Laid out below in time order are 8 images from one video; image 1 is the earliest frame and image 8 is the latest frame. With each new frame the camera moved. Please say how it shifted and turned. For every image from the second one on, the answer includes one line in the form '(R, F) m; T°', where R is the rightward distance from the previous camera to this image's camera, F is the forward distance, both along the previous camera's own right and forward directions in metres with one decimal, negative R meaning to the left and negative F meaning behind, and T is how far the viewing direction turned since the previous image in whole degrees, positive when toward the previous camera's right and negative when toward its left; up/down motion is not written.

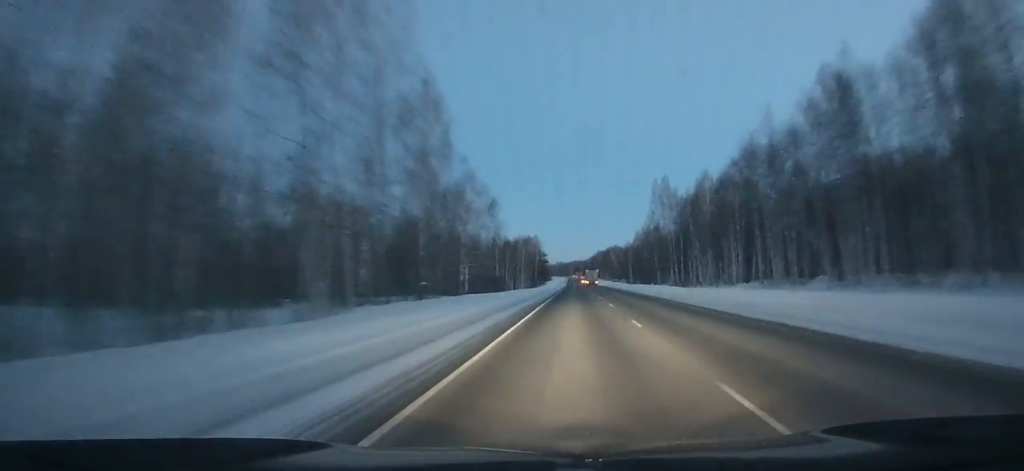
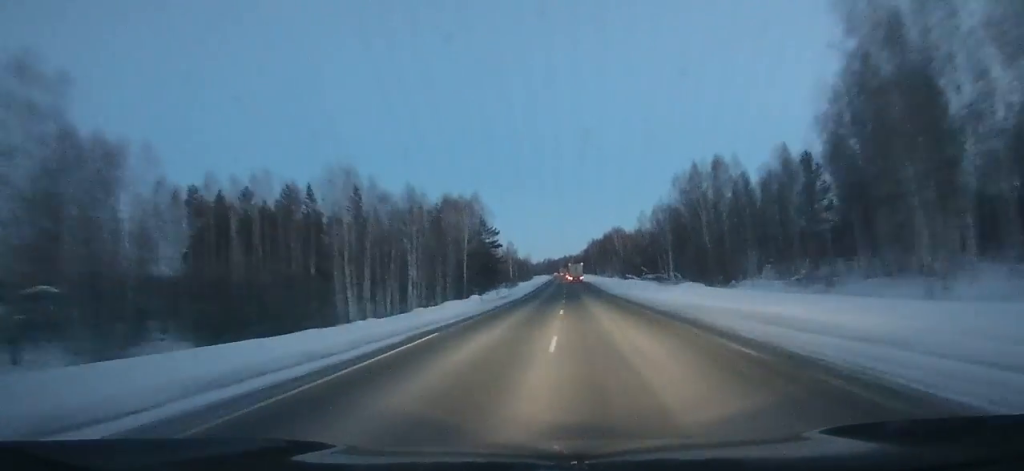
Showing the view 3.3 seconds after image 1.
(+0.8, +102.3) m; 0°
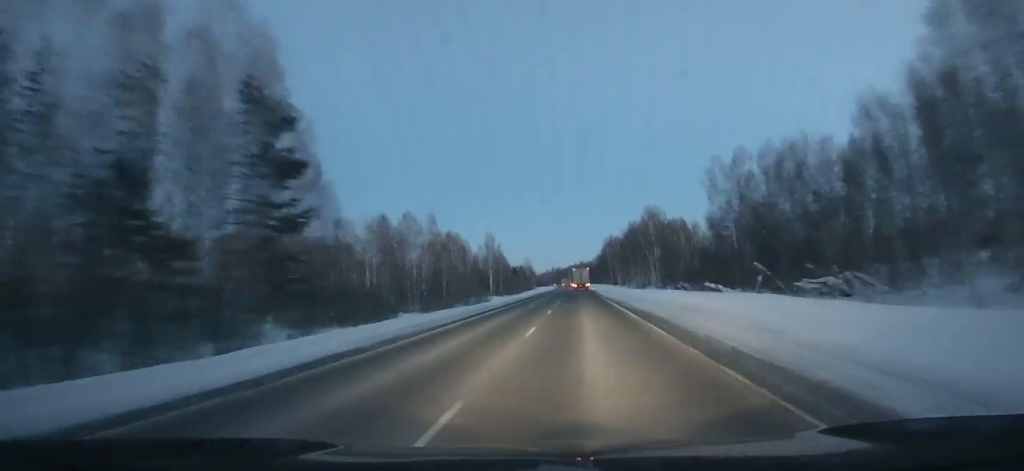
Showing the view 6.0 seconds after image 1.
(-0.2, +82.5) m; 0°
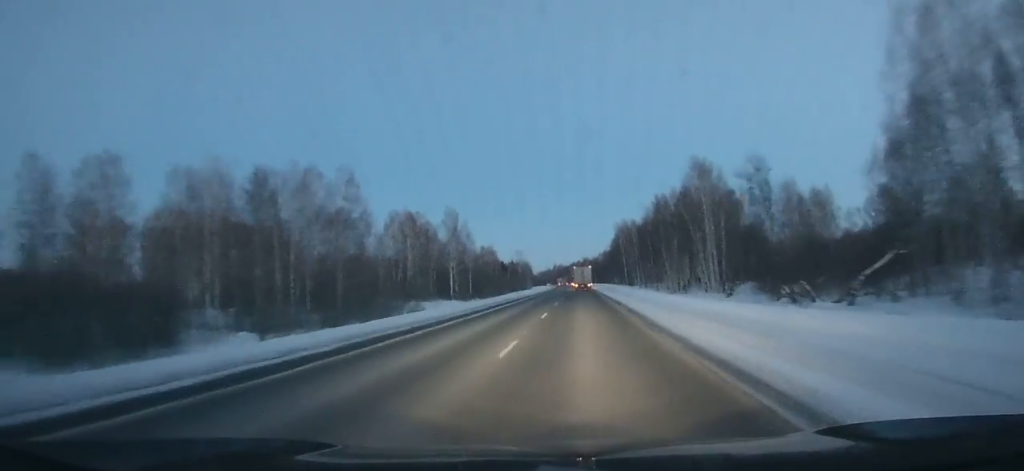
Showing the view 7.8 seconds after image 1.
(-0.3, +54.2) m; 0°
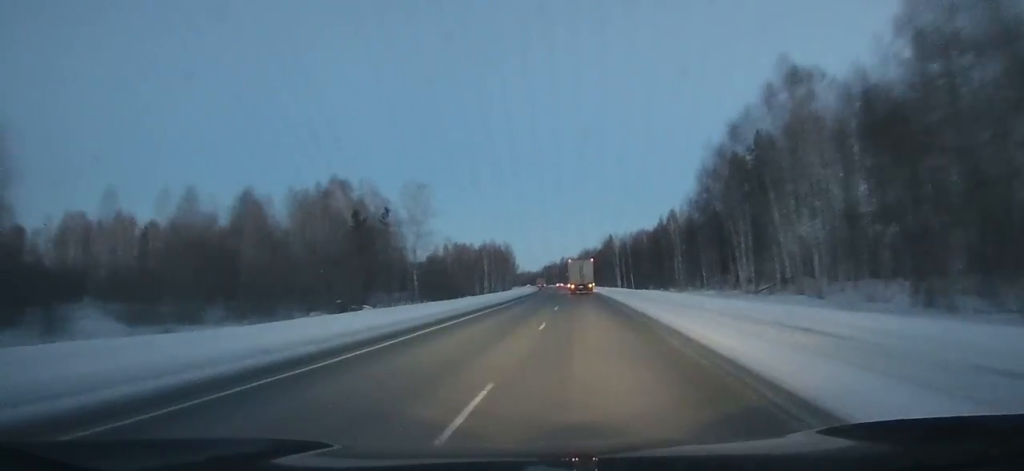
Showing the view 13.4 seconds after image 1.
(-2.1, +167.8) m; -2°
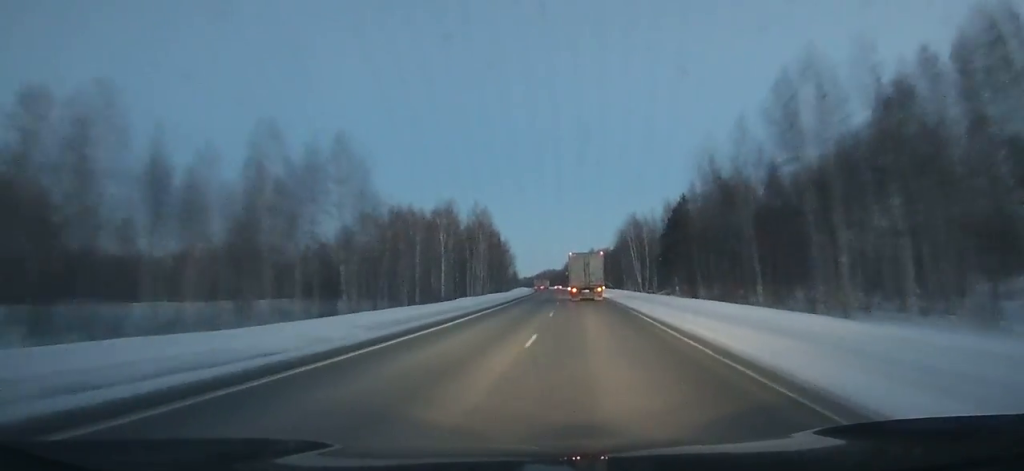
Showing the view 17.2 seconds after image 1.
(-2.2, +114.9) m; -3°
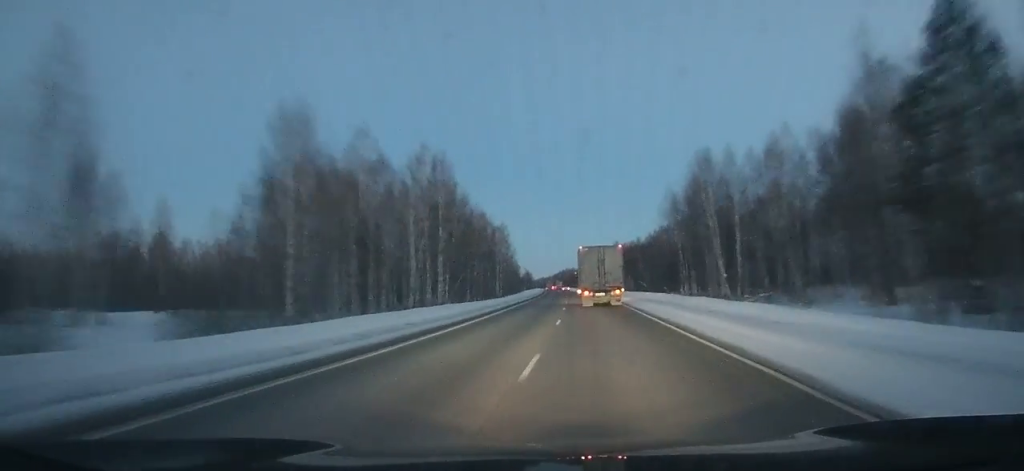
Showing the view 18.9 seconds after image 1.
(-0.9, +52.2) m; -2°
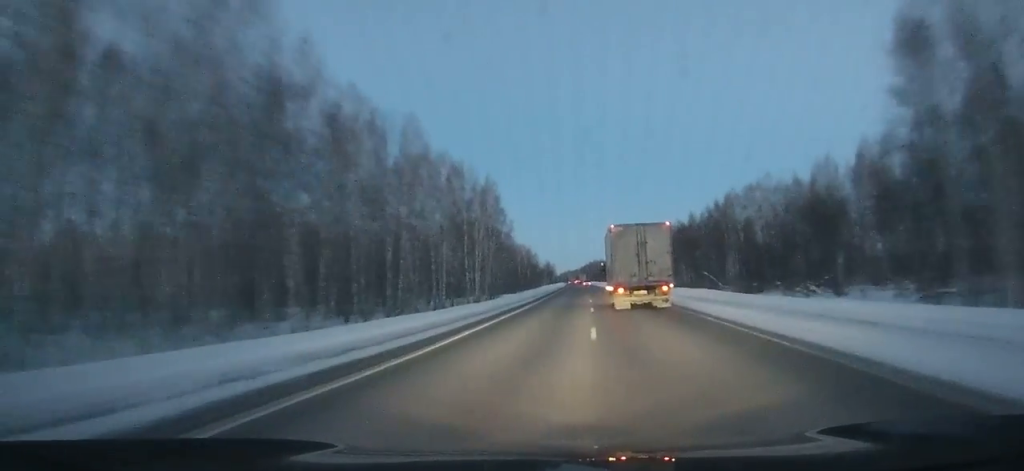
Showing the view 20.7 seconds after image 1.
(-0.7, +55.6) m; -2°
